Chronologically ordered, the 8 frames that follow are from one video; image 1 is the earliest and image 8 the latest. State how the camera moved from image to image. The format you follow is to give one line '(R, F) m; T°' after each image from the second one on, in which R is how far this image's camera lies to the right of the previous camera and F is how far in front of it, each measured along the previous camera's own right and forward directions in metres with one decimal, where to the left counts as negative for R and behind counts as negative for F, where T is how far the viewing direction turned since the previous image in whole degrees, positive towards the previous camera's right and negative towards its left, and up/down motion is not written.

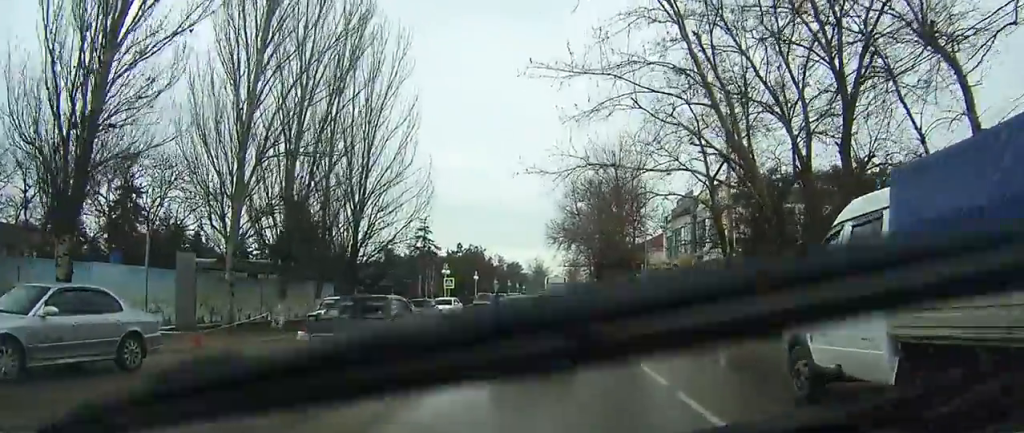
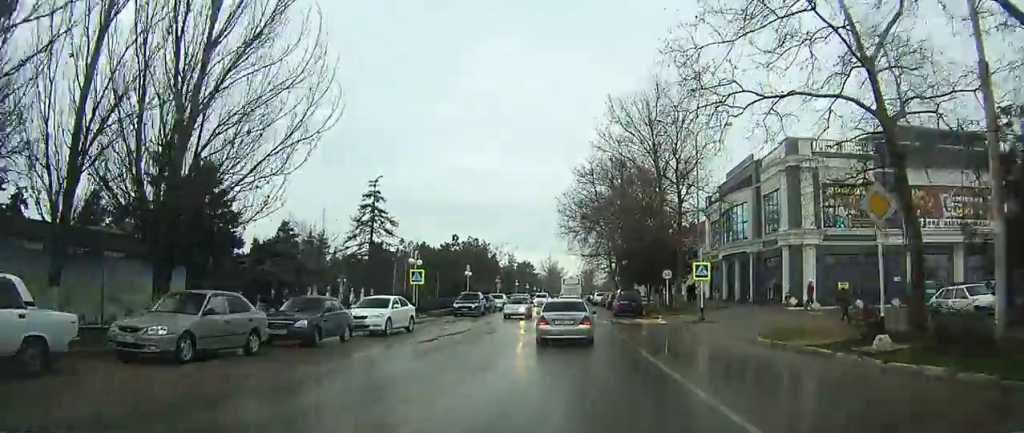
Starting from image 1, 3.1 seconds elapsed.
(-0.8, +16.9) m; -1°
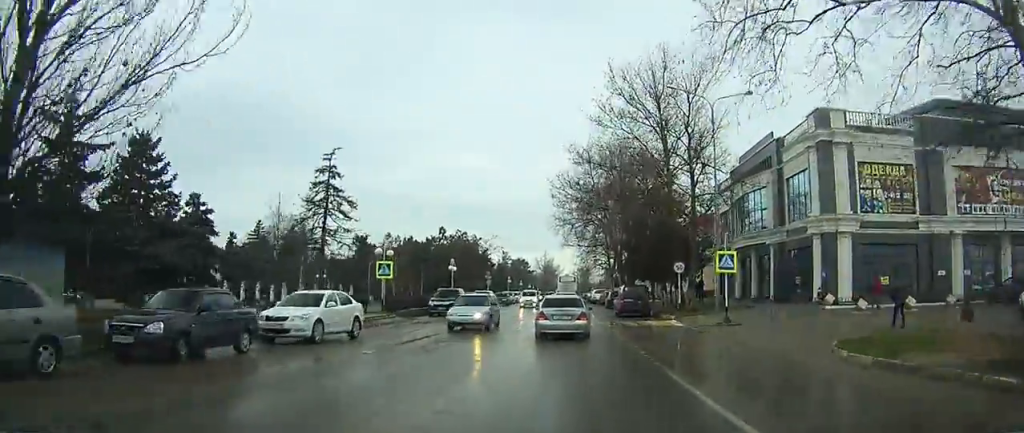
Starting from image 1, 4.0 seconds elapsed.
(+0.1, +5.5) m; +1°
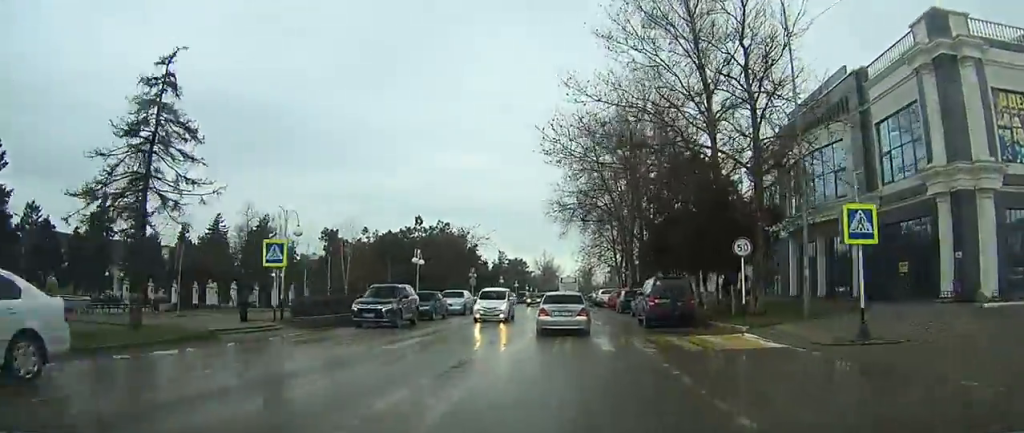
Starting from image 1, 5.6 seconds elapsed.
(+0.2, +11.4) m; +1°
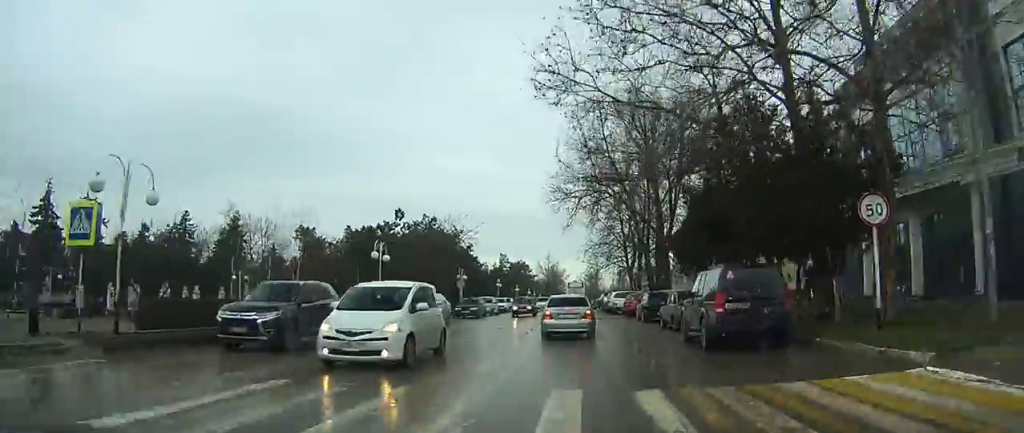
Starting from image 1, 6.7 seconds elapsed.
(+0.1, +8.6) m; +1°
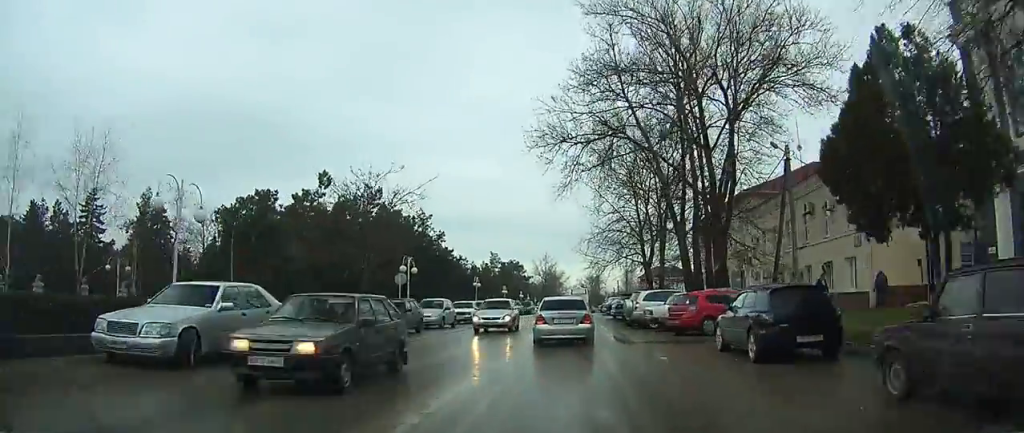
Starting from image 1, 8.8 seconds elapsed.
(+0.1, +16.6) m; 0°
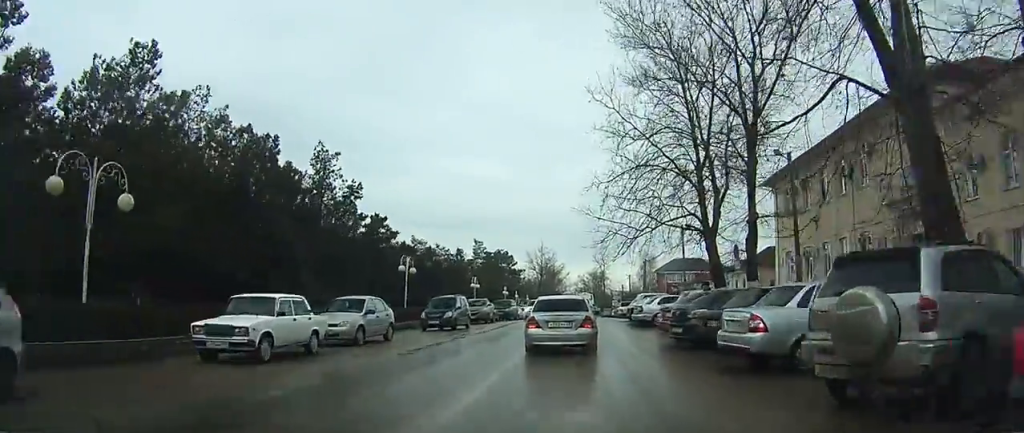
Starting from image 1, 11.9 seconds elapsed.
(+0.1, +25.6) m; 0°
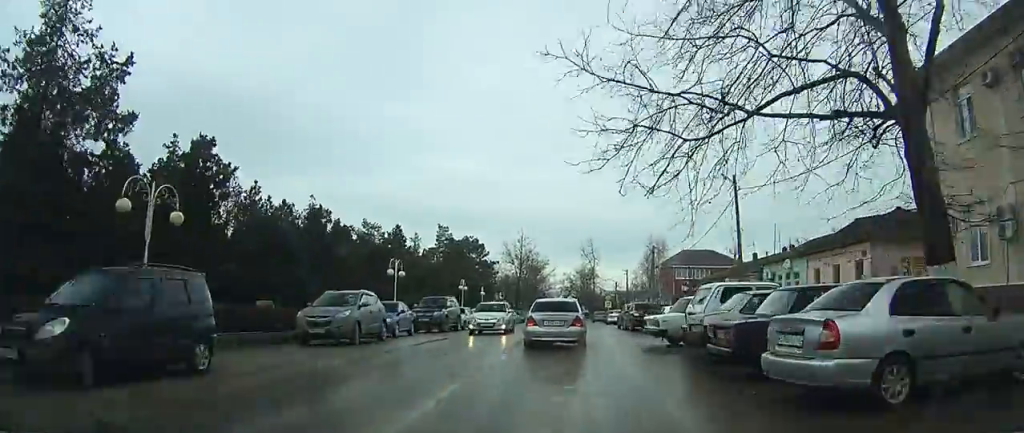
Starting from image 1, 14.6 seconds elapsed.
(-0.5, +22.6) m; -3°
